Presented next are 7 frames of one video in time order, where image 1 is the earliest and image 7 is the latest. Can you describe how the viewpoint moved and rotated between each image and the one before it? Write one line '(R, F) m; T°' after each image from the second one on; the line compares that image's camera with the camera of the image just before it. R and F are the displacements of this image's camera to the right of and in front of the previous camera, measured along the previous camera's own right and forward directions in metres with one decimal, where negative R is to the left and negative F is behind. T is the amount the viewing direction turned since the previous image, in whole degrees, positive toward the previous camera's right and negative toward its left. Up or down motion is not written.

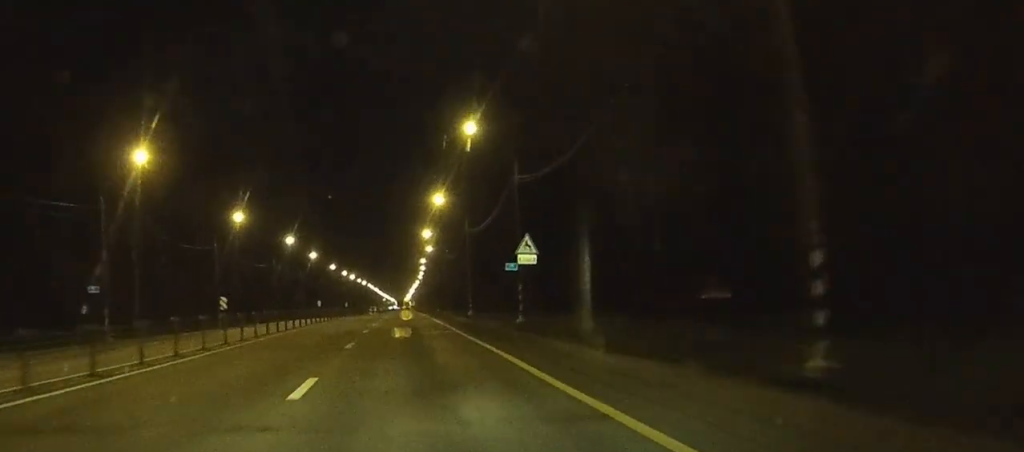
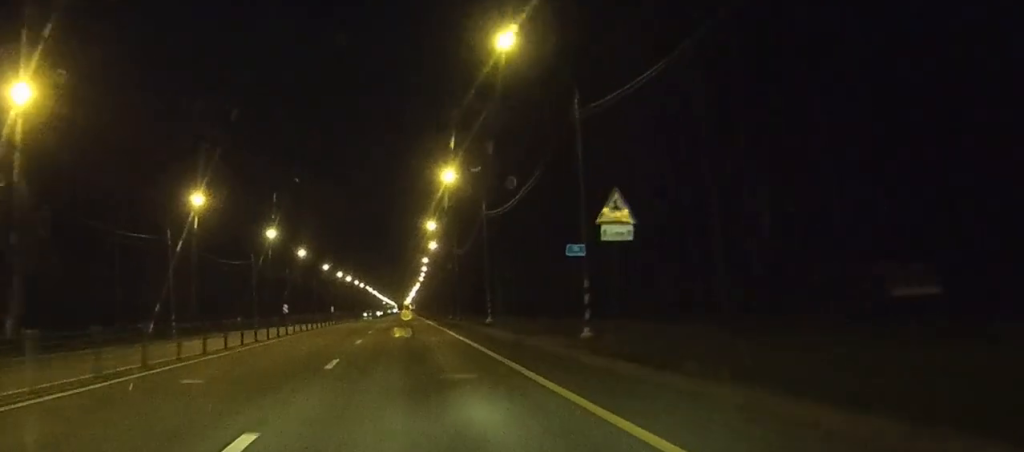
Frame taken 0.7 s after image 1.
(0.0, +17.8) m; 0°
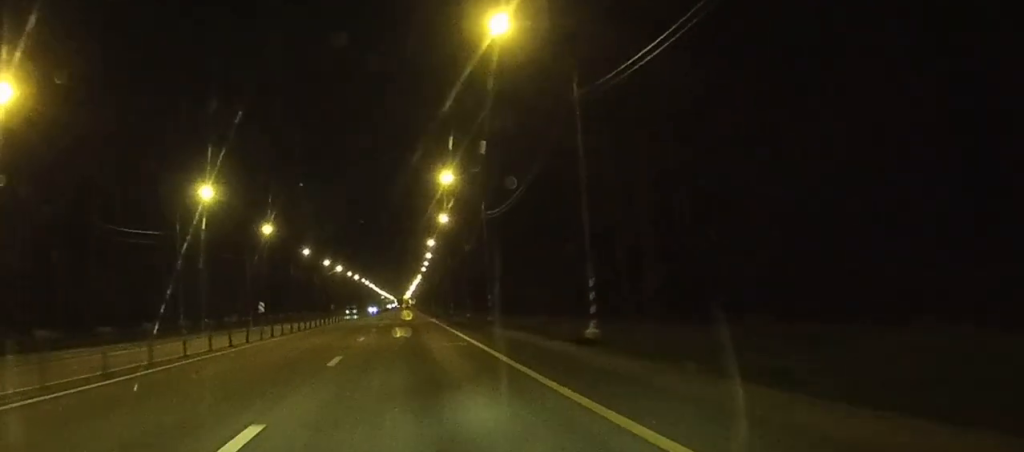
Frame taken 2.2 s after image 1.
(0.0, +35.4) m; 0°
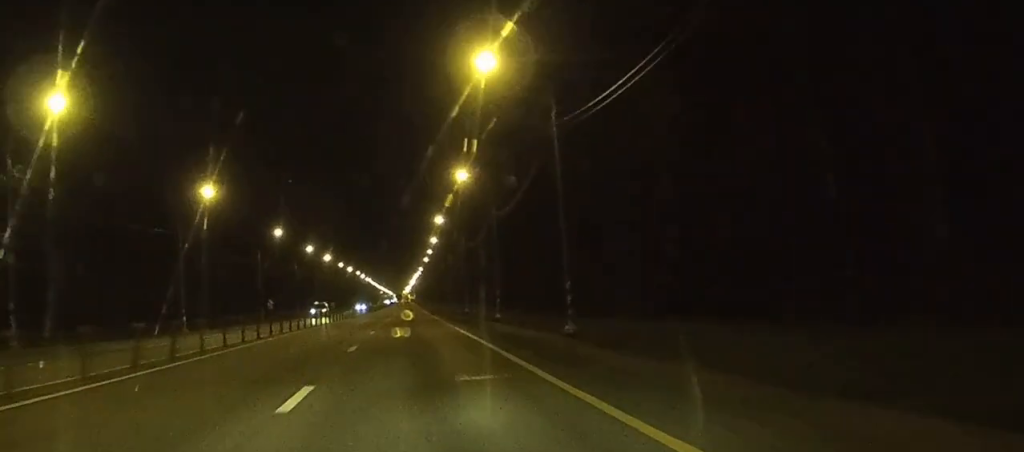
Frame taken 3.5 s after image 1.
(+0.2, +31.4) m; 0°
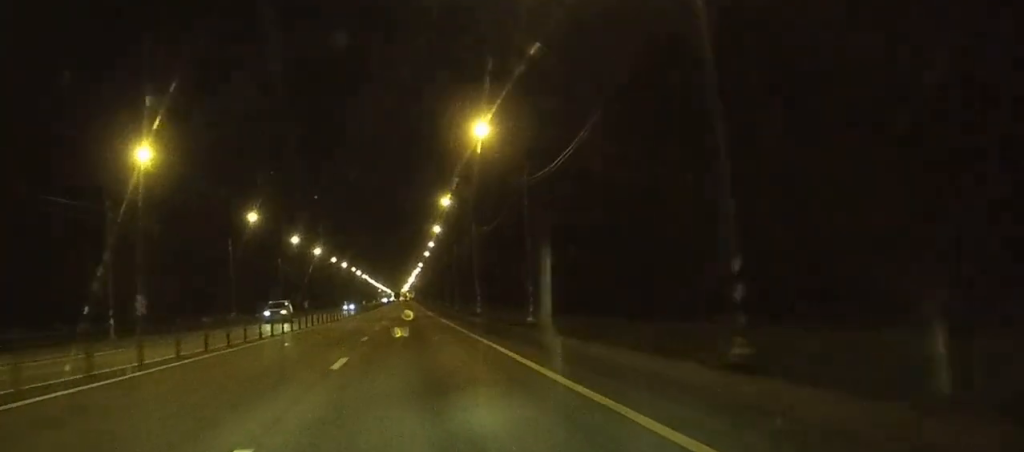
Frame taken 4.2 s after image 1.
(0.0, +17.8) m; 0°
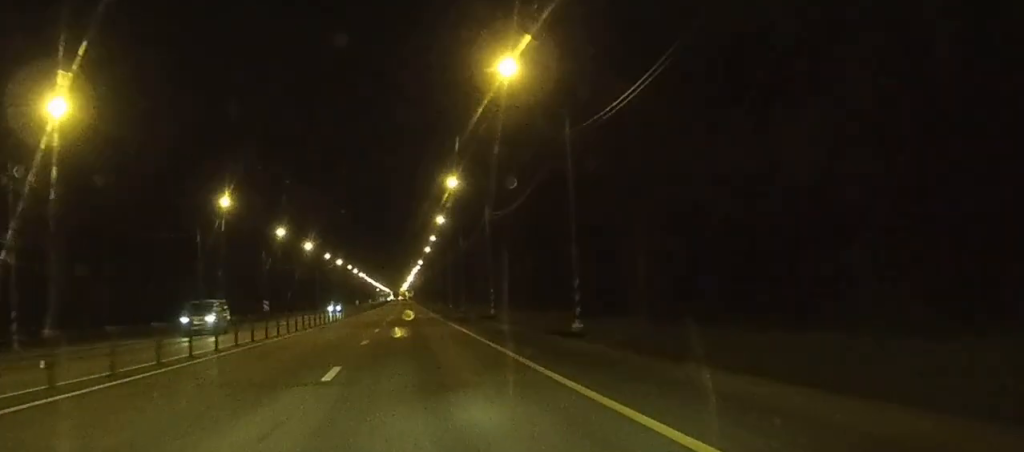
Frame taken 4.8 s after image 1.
(0.0, +13.8) m; 0°
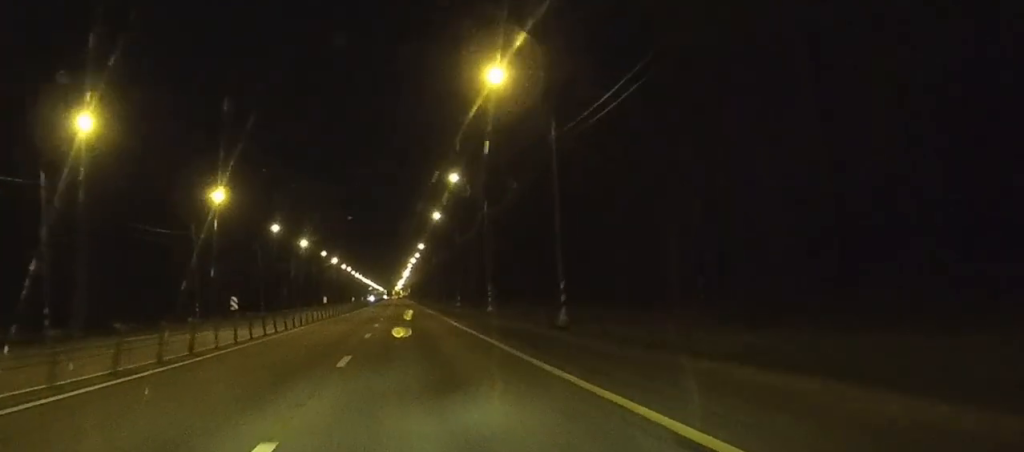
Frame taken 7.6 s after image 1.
(+0.2, +69.0) m; 0°
